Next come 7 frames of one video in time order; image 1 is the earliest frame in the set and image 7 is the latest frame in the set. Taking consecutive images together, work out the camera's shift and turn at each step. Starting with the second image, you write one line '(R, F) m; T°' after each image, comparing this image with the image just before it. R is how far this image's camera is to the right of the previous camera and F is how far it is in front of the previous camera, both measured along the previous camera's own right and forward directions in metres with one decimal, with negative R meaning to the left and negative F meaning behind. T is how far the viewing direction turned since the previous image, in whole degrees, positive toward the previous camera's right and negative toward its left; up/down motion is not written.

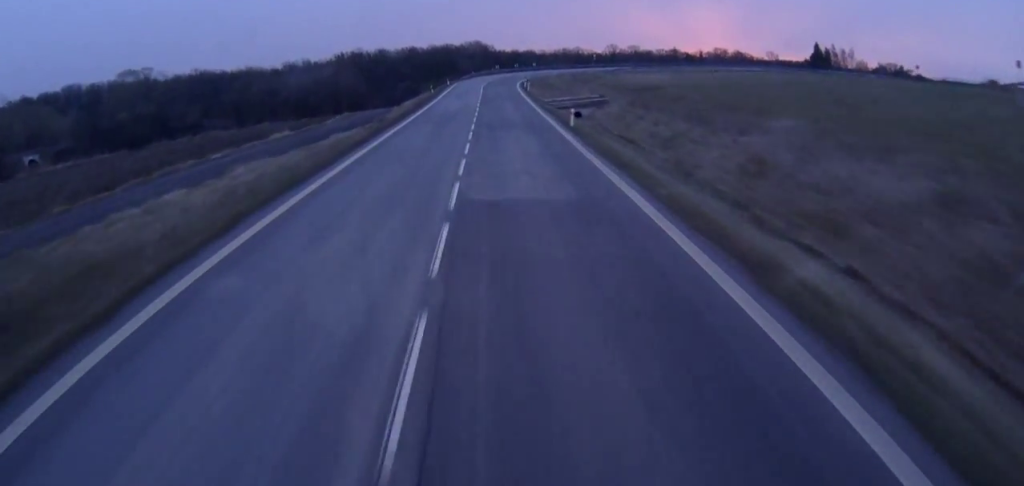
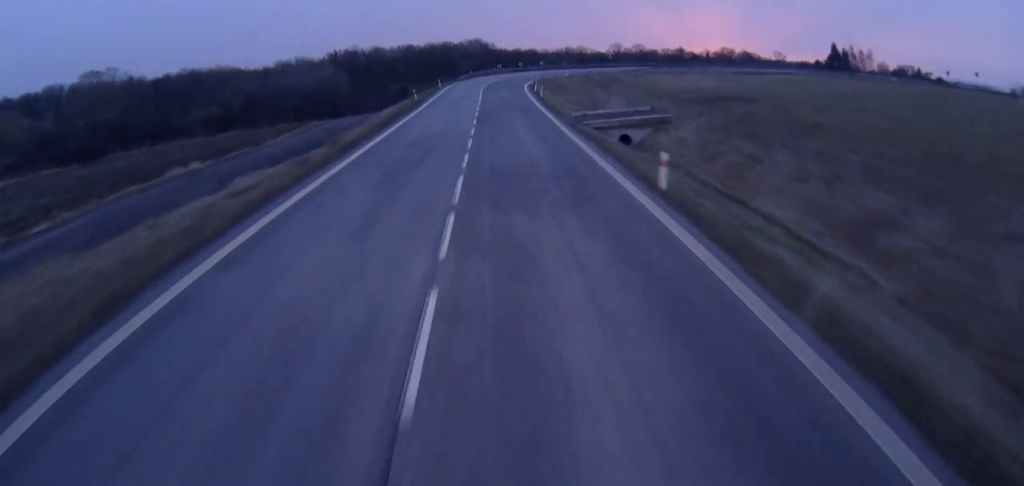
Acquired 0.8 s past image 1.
(+0.2, +15.5) m; +1°
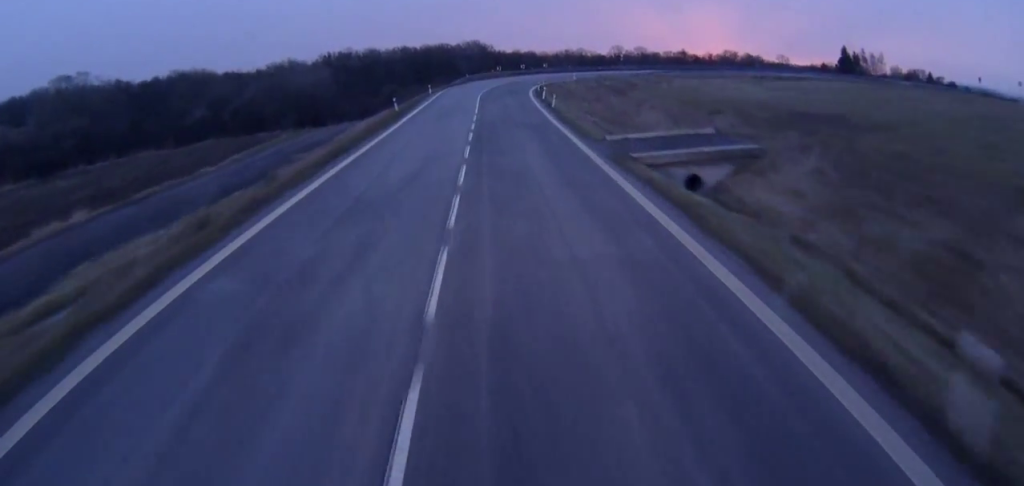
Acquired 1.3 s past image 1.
(+0.1, +10.2) m; -1°
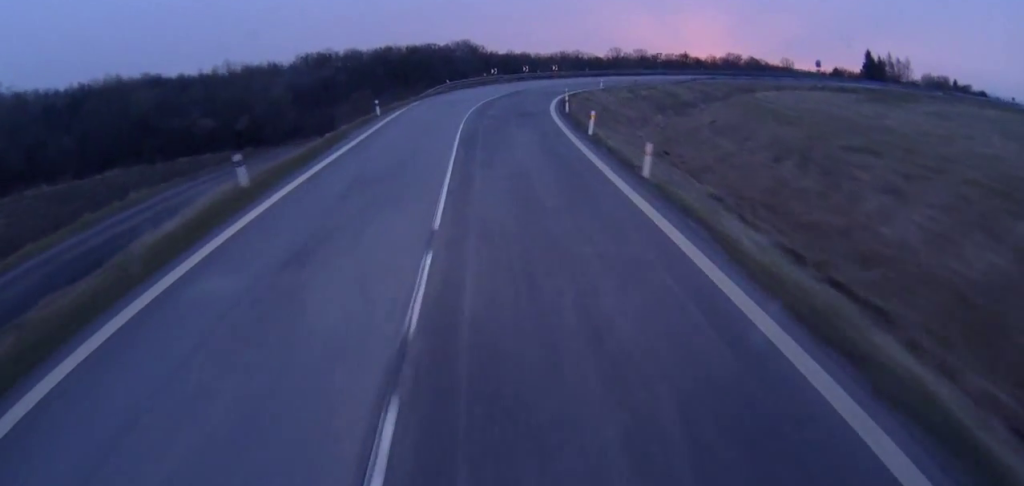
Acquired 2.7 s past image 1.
(-0.6, +25.5) m; 0°
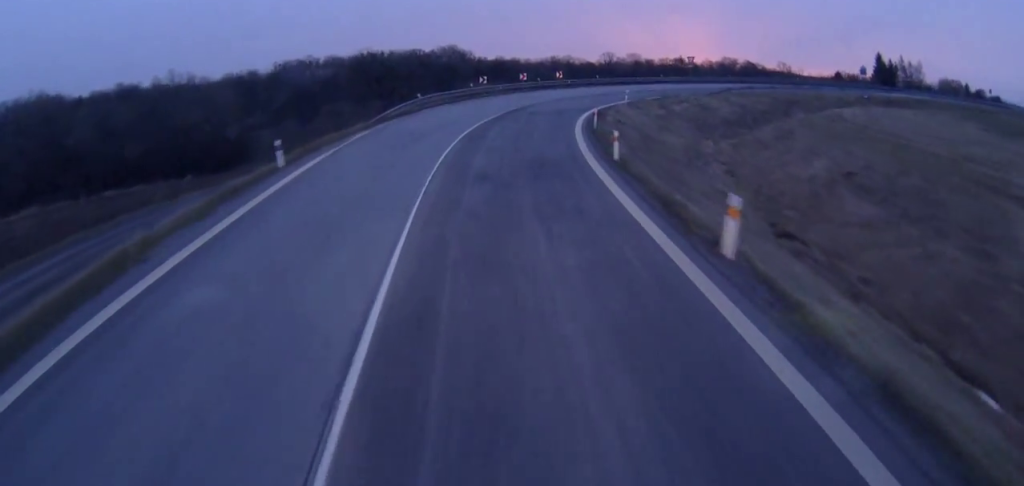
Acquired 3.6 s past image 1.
(+0.5, +15.3) m; +3°
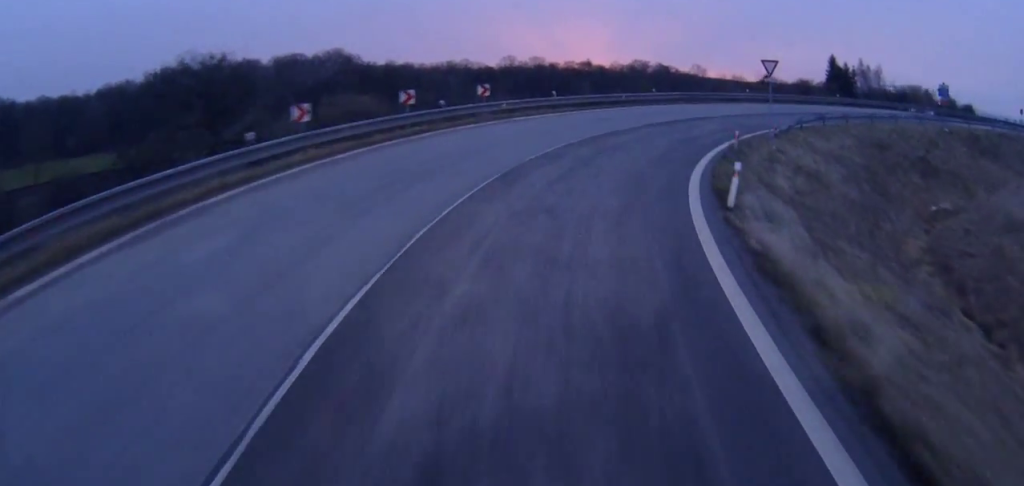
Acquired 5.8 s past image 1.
(+2.9, +33.0) m; +16°
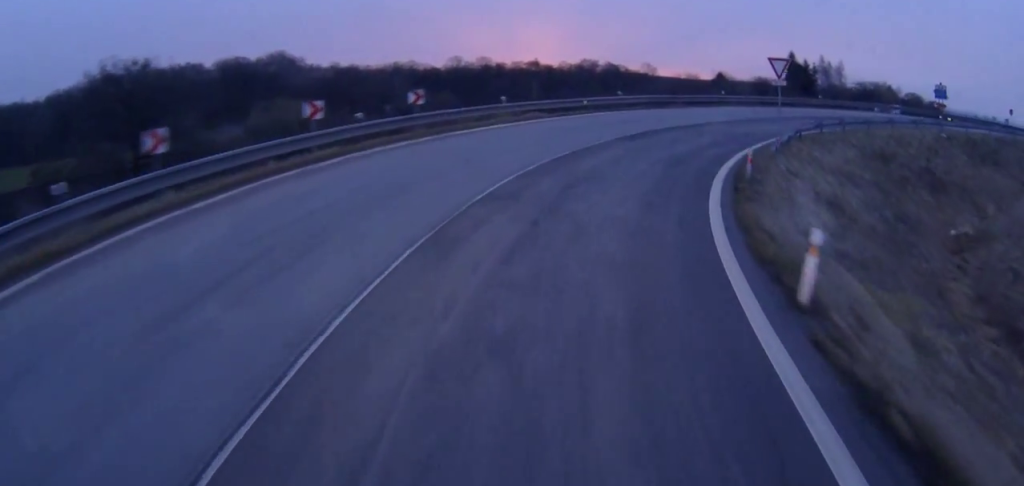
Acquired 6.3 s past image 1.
(+0.7, +6.7) m; +4°
